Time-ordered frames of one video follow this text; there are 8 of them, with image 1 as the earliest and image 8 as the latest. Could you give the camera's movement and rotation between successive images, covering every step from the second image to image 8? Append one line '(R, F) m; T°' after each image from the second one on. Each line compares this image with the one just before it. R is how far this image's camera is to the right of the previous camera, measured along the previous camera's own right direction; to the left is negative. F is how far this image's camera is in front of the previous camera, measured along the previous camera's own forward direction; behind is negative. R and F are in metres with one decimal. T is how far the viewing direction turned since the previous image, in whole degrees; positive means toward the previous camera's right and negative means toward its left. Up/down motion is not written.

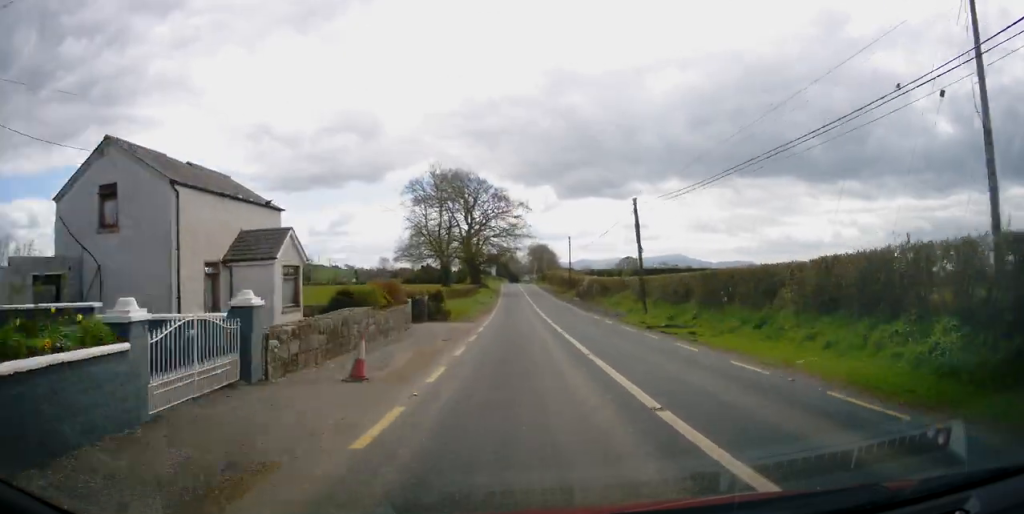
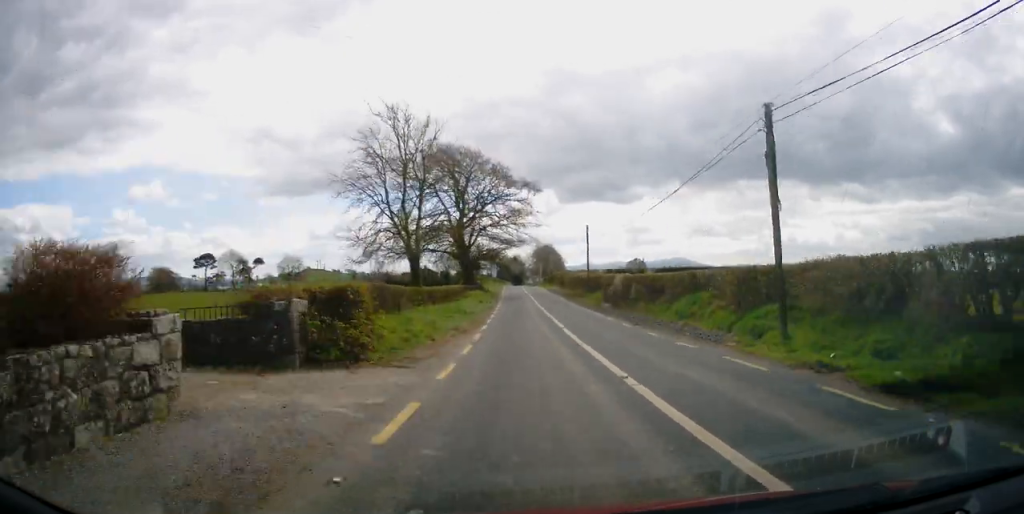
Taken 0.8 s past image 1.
(0.0, +15.9) m; -1°
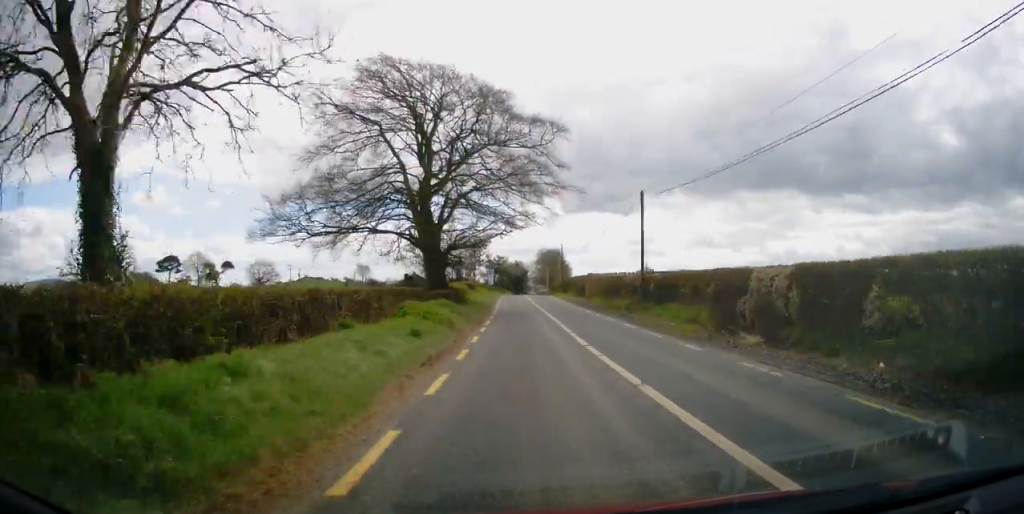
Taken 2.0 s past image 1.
(-0.2, +25.6) m; 0°
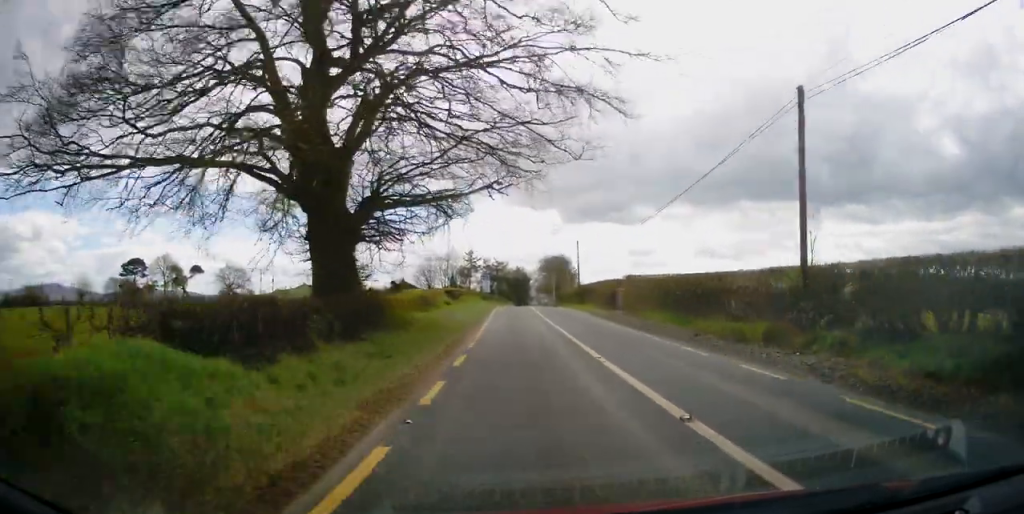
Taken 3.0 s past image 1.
(+0.1, +20.7) m; 0°
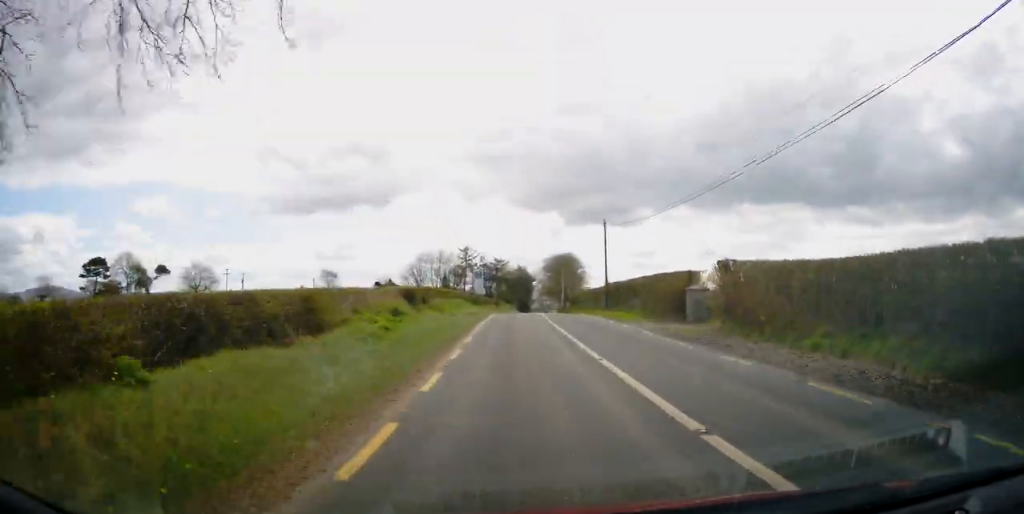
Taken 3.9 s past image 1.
(-0.1, +19.2) m; 0°
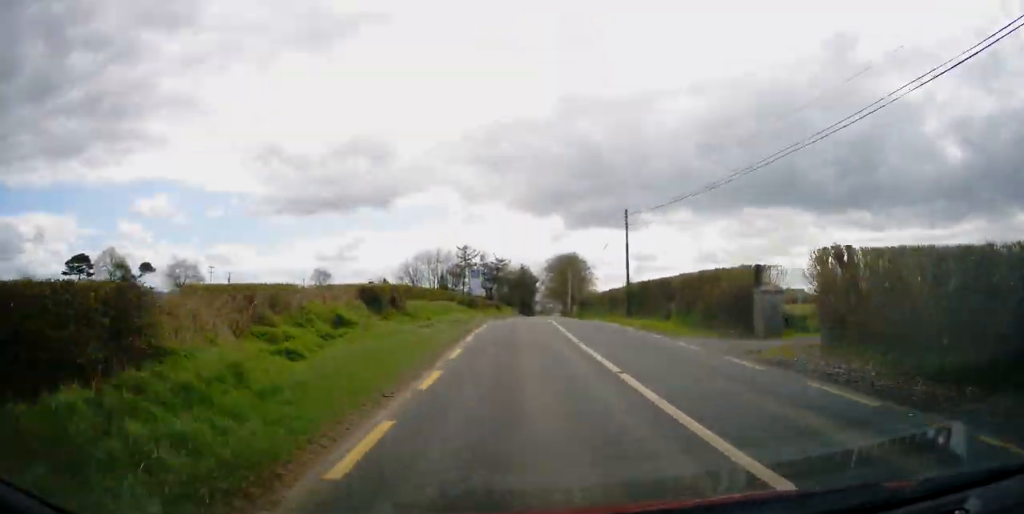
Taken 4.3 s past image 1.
(+0.1, +8.2) m; 0°
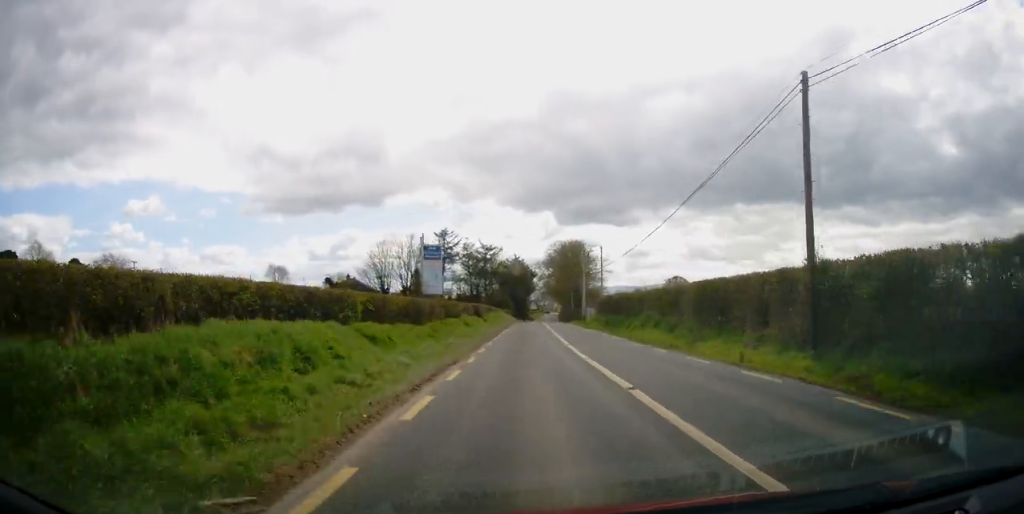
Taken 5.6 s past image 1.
(-0.2, +25.9) m; 0°
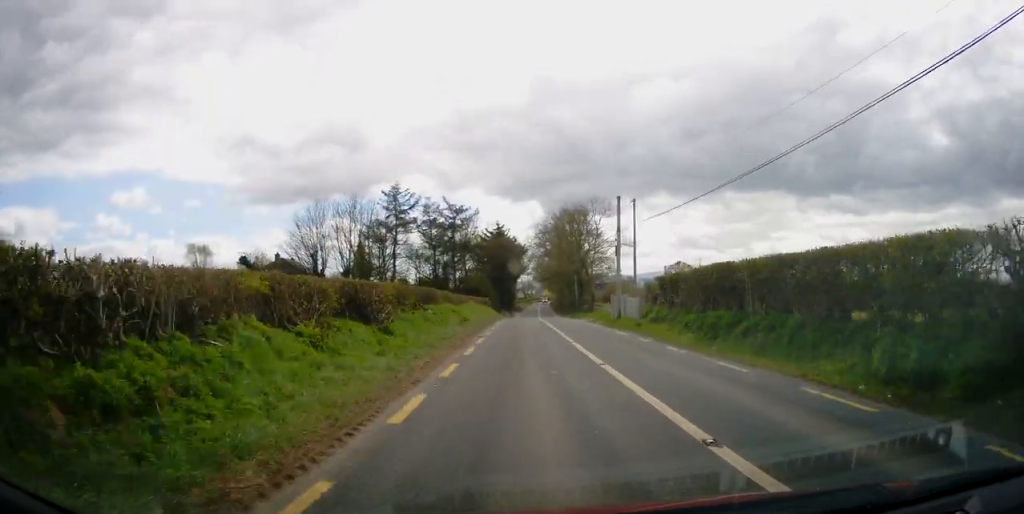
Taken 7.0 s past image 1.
(+0.4, +29.0) m; +1°
